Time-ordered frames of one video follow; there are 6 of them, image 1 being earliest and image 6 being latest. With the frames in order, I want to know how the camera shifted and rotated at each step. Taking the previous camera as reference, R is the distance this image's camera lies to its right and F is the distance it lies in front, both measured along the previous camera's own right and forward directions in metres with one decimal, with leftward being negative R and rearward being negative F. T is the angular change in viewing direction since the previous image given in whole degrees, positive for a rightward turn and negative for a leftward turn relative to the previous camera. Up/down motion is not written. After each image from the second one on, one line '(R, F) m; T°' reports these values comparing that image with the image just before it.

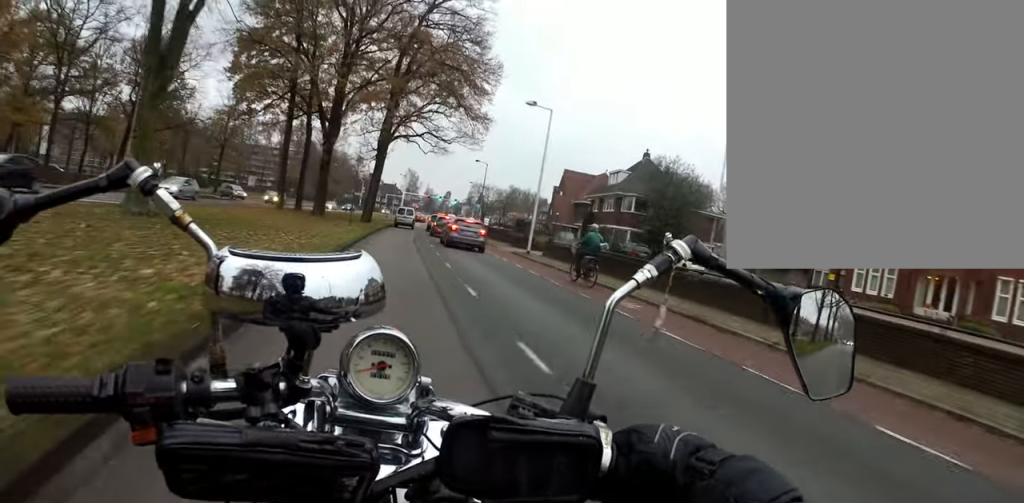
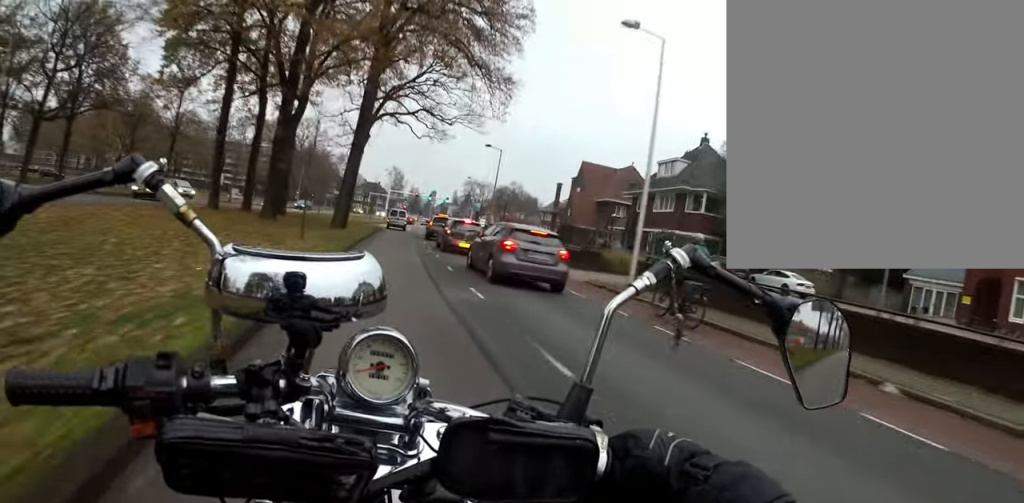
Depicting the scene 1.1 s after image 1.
(+0.8, +12.0) m; +4°
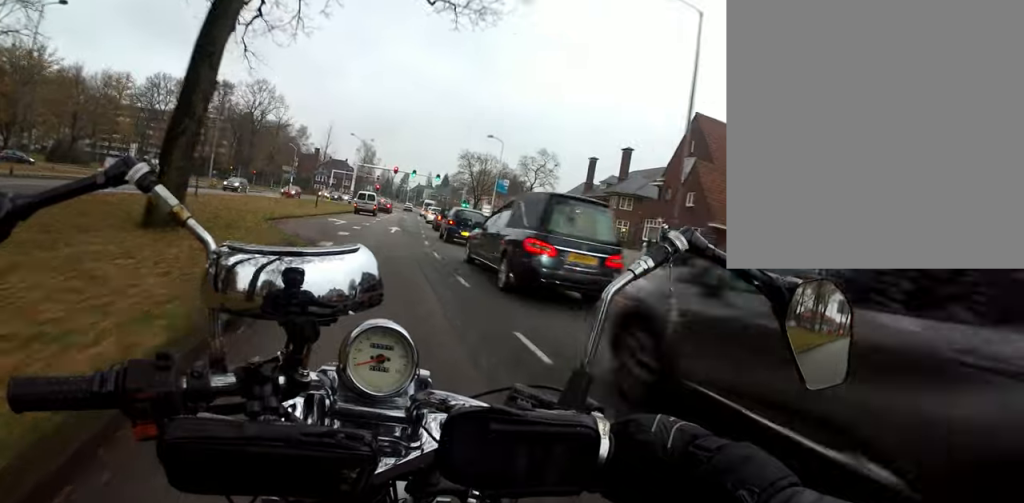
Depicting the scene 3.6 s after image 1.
(-0.3, +27.7) m; 0°
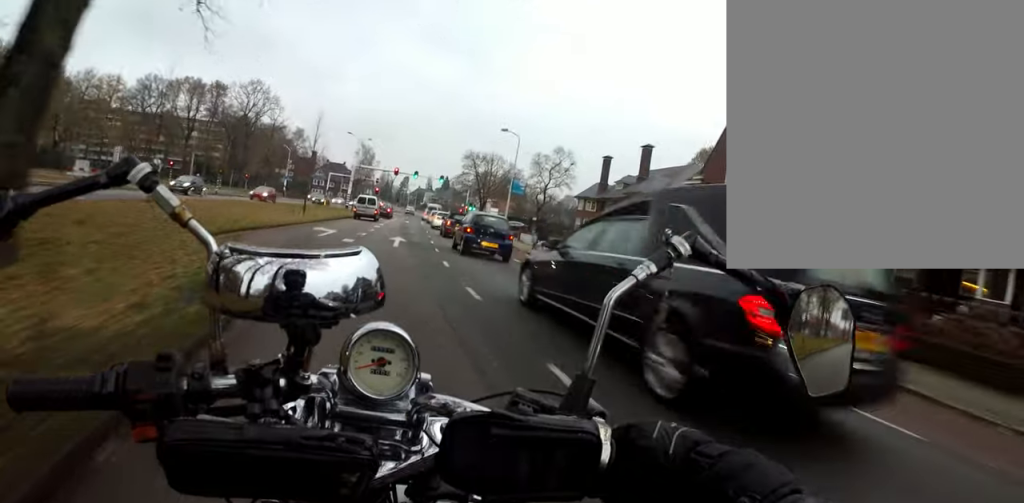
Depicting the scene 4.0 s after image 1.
(+0.1, +5.0) m; 0°
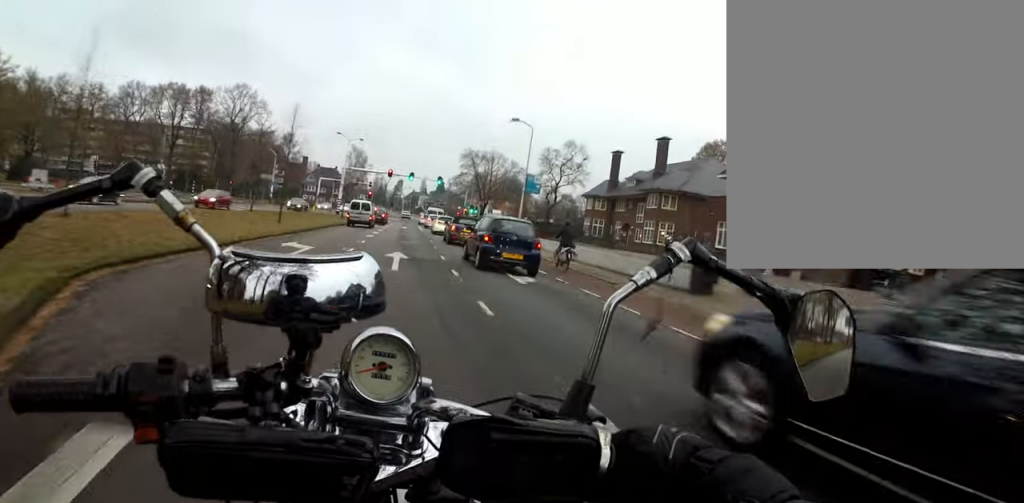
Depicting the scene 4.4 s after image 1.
(+0.1, +5.0) m; 0°
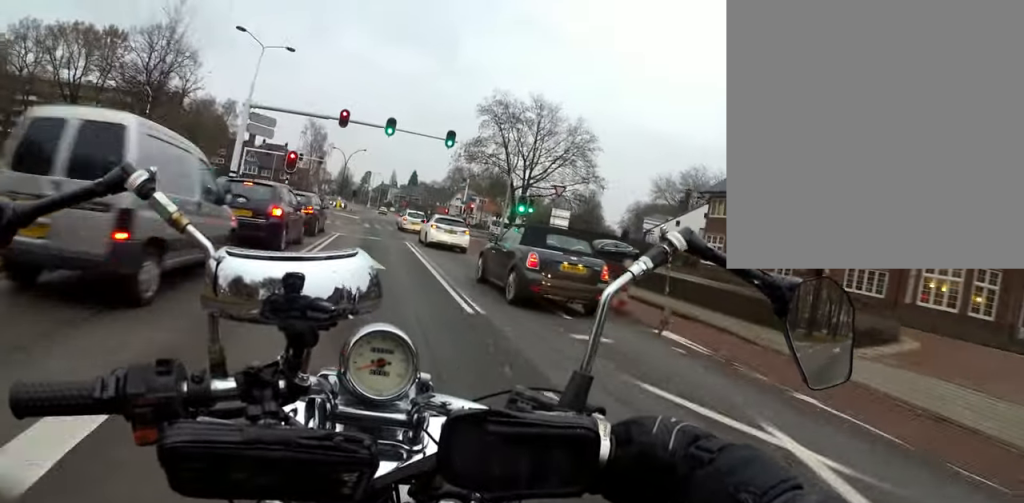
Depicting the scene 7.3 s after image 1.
(+1.4, +32.0) m; +4°
